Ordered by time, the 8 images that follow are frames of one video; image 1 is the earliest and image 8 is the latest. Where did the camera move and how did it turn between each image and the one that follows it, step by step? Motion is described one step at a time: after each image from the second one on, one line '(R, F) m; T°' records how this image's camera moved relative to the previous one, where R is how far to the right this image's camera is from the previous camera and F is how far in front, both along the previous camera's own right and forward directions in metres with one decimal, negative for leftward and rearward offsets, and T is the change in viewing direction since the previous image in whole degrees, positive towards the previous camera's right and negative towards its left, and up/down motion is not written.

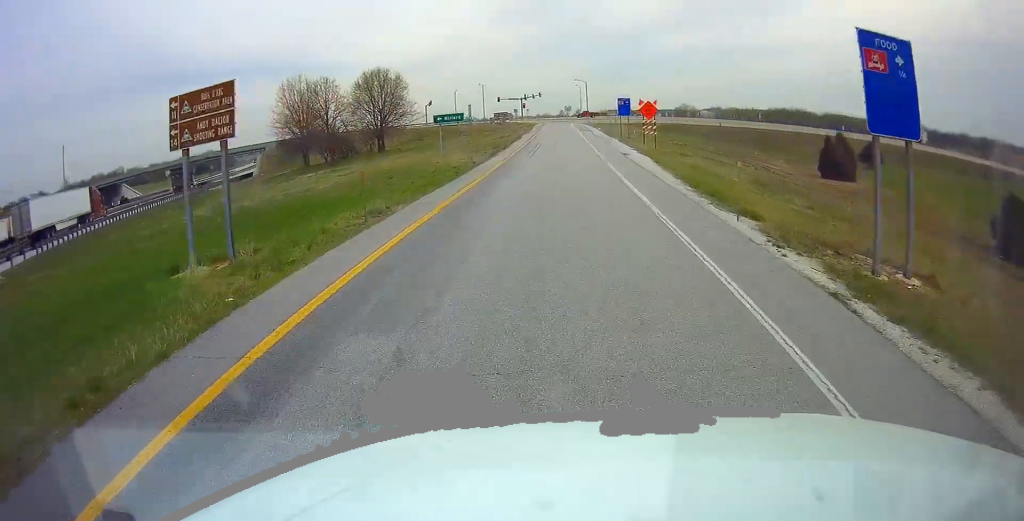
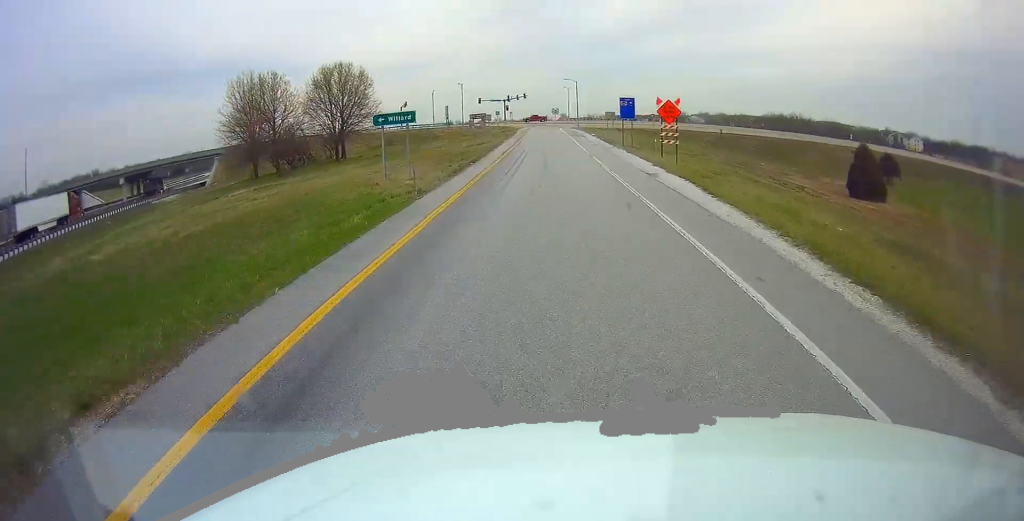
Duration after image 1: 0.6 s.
(+0.3, +12.7) m; +1°
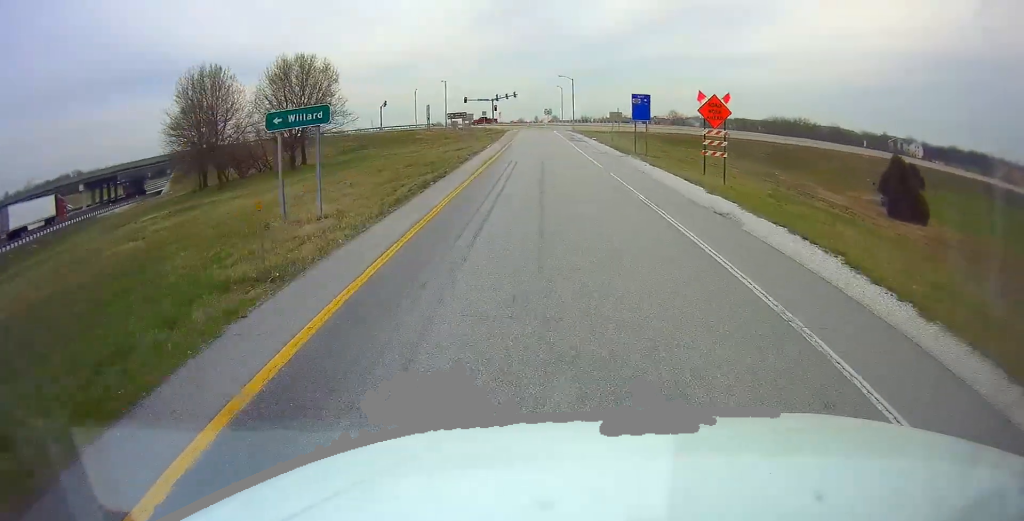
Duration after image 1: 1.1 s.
(-0.1, +11.4) m; +1°
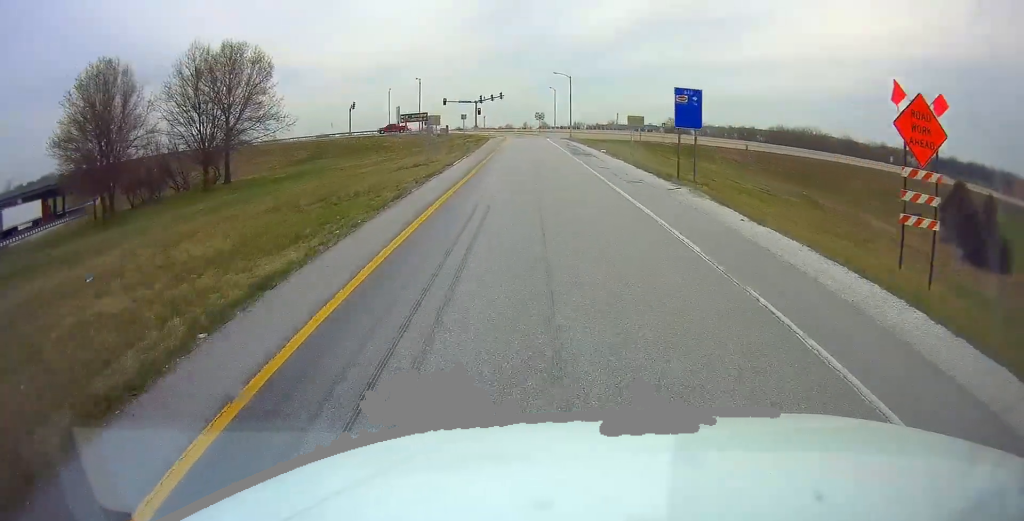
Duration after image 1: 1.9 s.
(+0.2, +16.7) m; +1°
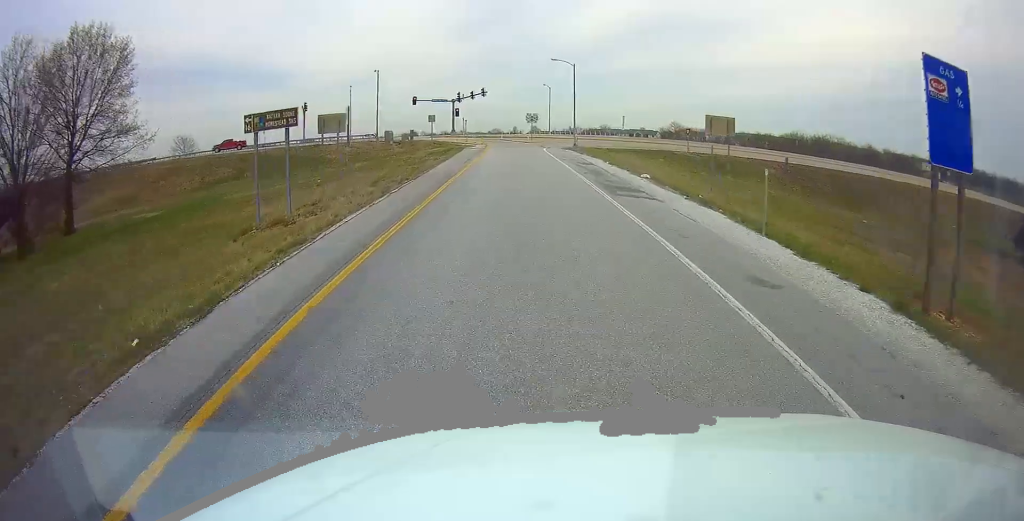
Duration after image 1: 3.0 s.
(+0.4, +21.3) m; +1°
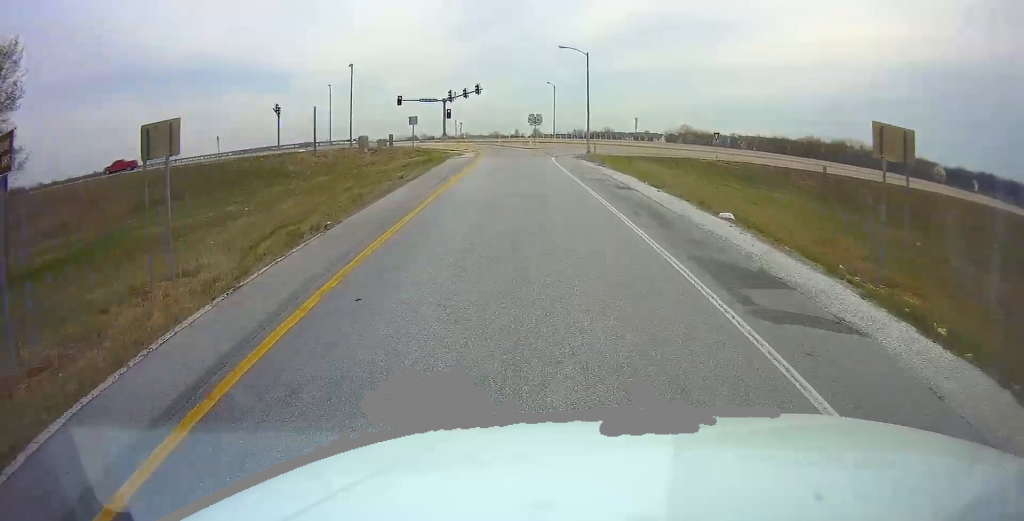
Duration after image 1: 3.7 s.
(-0.1, +11.9) m; 0°
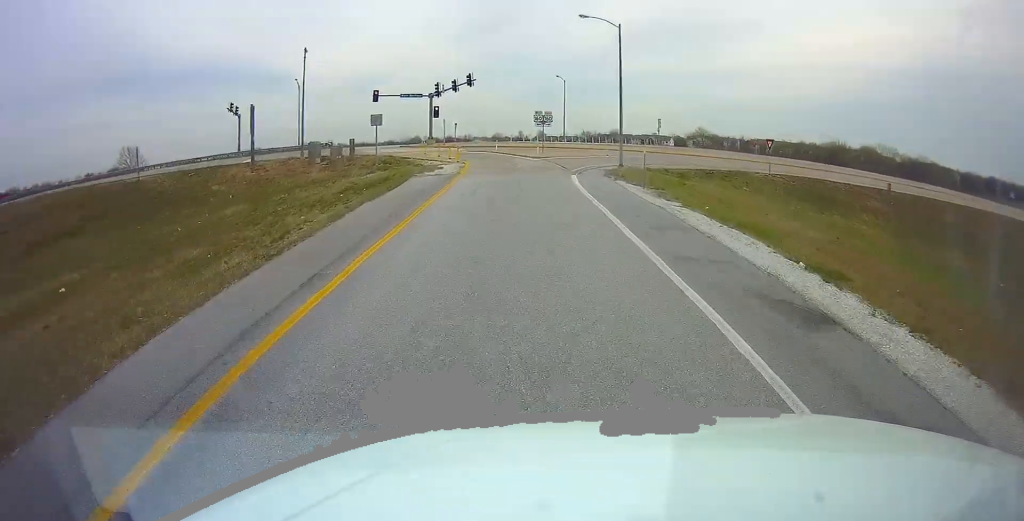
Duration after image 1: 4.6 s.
(+0.3, +15.1) m; 0°
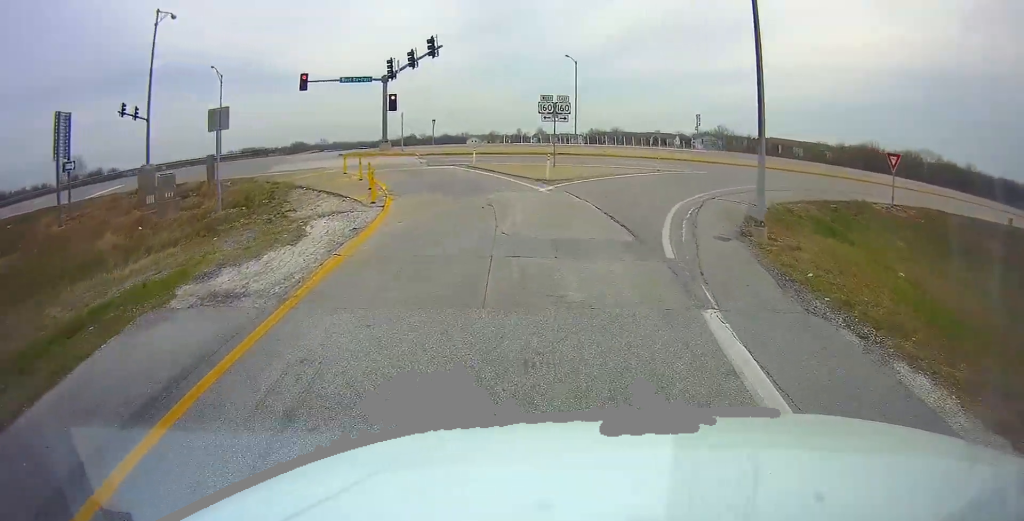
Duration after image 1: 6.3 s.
(+0.1, +21.7) m; +2°
